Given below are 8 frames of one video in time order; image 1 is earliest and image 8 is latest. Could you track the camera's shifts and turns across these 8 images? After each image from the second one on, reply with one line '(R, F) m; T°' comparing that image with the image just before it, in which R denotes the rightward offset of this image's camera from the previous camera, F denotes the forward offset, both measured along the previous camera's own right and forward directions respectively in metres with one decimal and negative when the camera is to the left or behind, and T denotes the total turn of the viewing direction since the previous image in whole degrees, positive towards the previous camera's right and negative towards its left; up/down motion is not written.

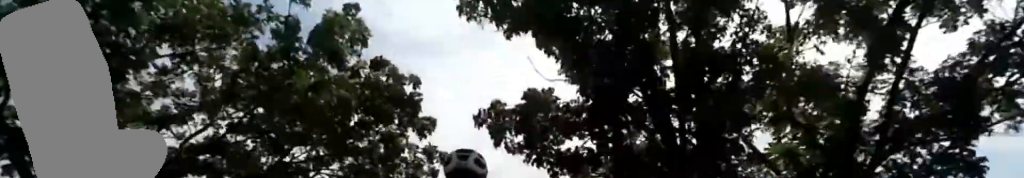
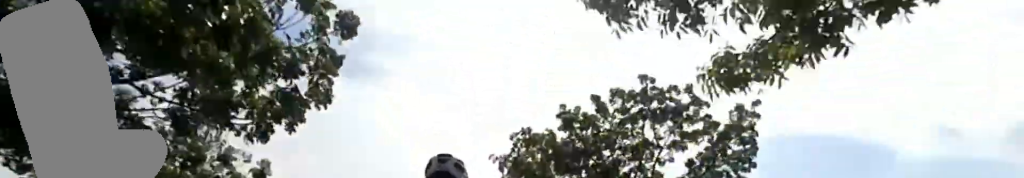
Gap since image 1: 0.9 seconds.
(0.0, +8.6) m; 0°
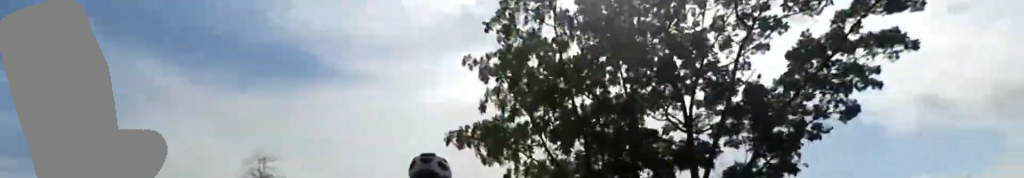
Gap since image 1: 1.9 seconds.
(0.0, +9.3) m; 0°
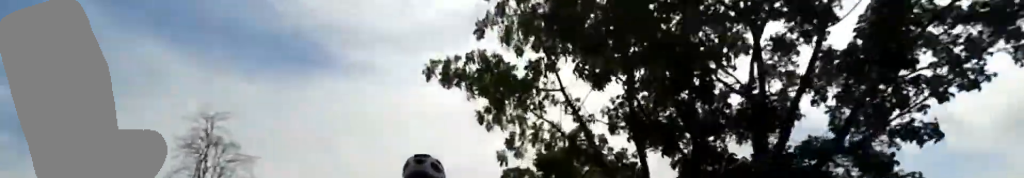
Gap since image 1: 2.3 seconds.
(0.0, +3.9) m; 0°
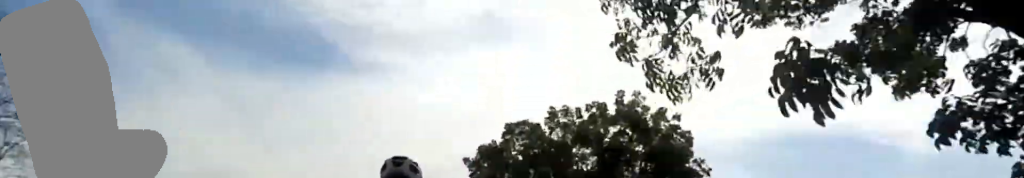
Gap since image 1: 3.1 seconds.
(0.0, +7.8) m; 0°
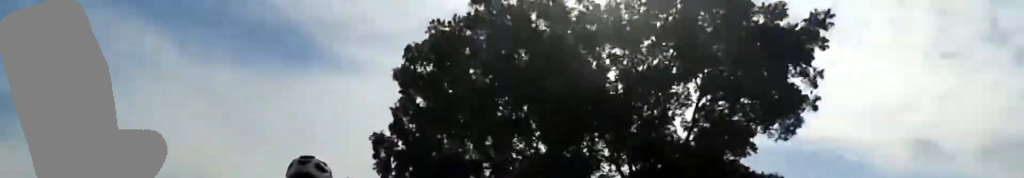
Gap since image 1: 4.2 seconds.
(0.0, +10.9) m; 0°
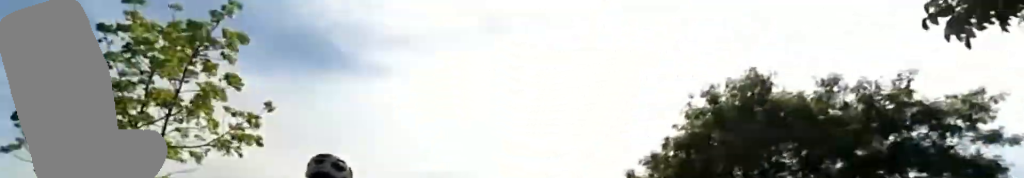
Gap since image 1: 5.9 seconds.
(0.0, +18.1) m; 0°
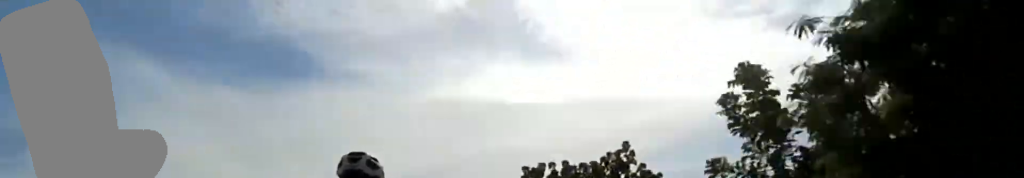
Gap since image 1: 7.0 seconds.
(0.0, +10.7) m; 0°
